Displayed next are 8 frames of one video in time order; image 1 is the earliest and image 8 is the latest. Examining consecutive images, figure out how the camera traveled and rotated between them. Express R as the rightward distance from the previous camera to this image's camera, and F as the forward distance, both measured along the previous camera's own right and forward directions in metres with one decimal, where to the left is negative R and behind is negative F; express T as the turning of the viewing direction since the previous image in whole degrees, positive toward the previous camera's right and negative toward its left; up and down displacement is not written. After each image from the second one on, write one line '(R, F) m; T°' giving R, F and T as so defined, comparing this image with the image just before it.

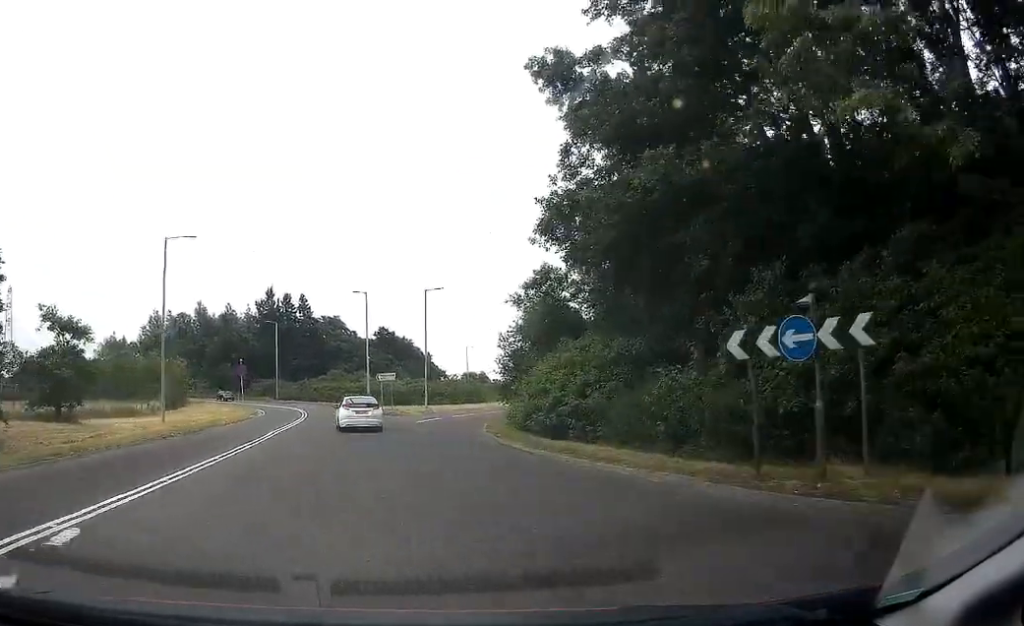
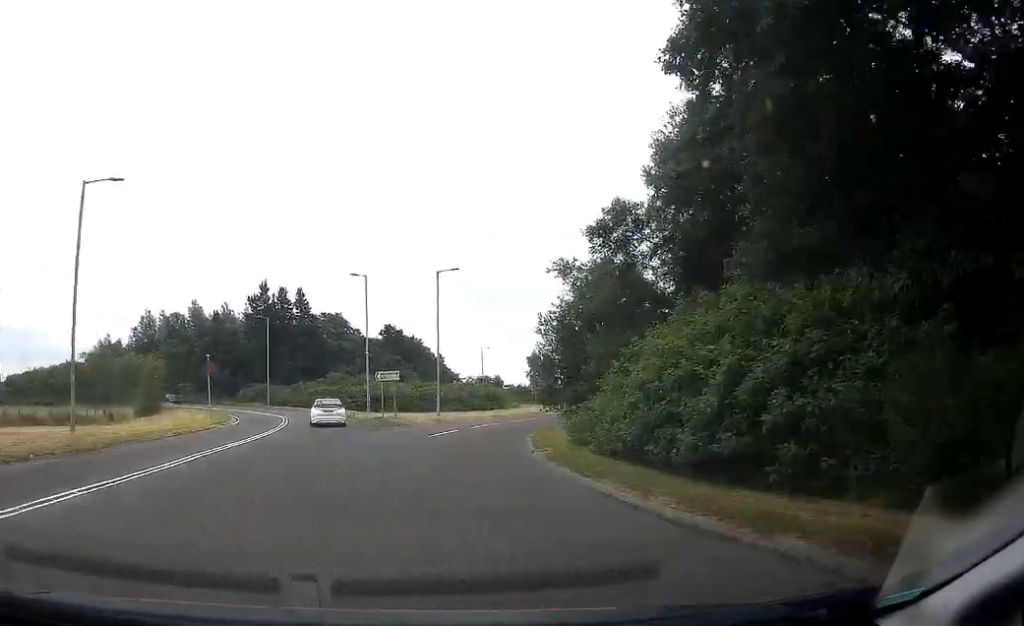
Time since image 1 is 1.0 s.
(-0.3, +10.3) m; -1°
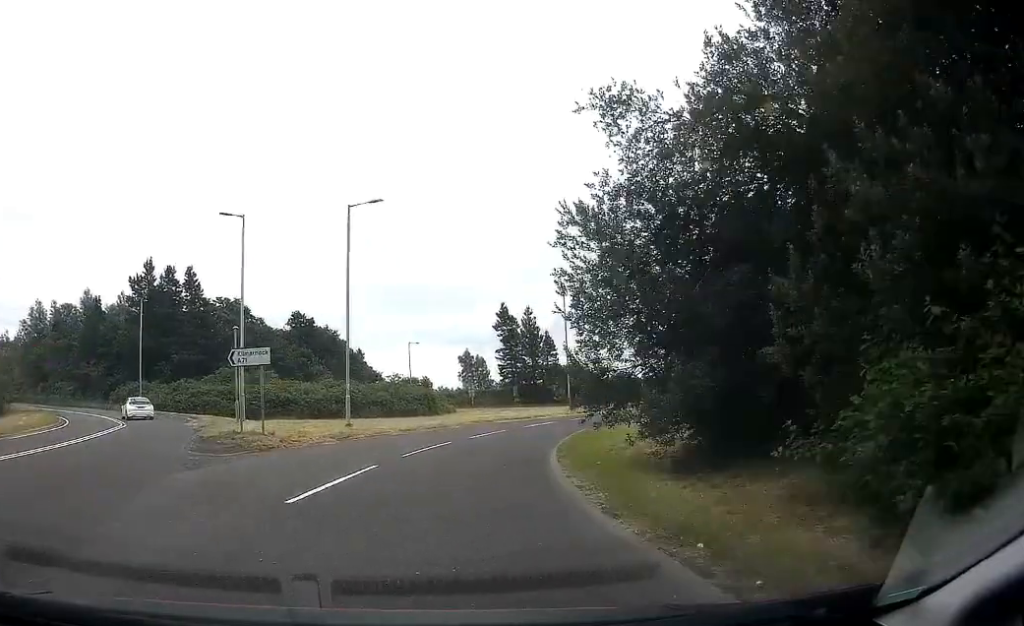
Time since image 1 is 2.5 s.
(+0.5, +17.1) m; +5°
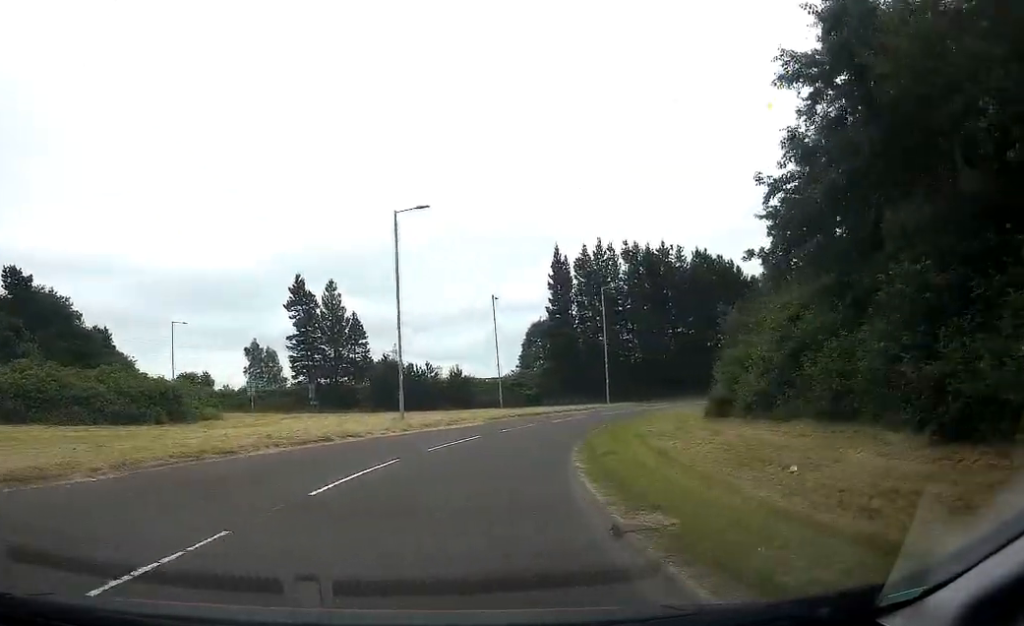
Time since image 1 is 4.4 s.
(+2.3, +25.8) m; +11°
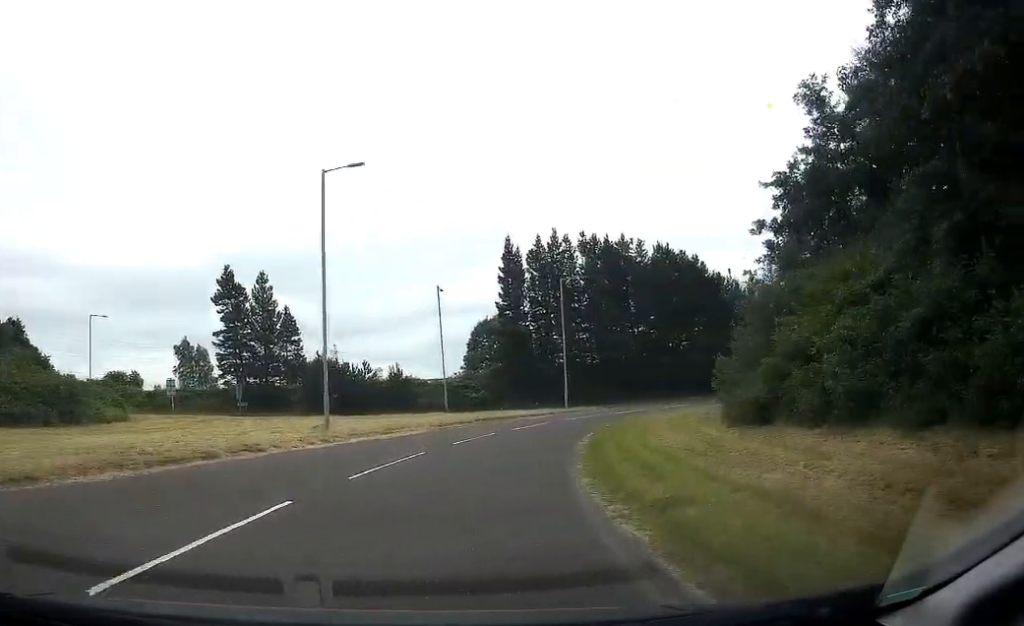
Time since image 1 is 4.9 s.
(+0.3, +6.9) m; +4°
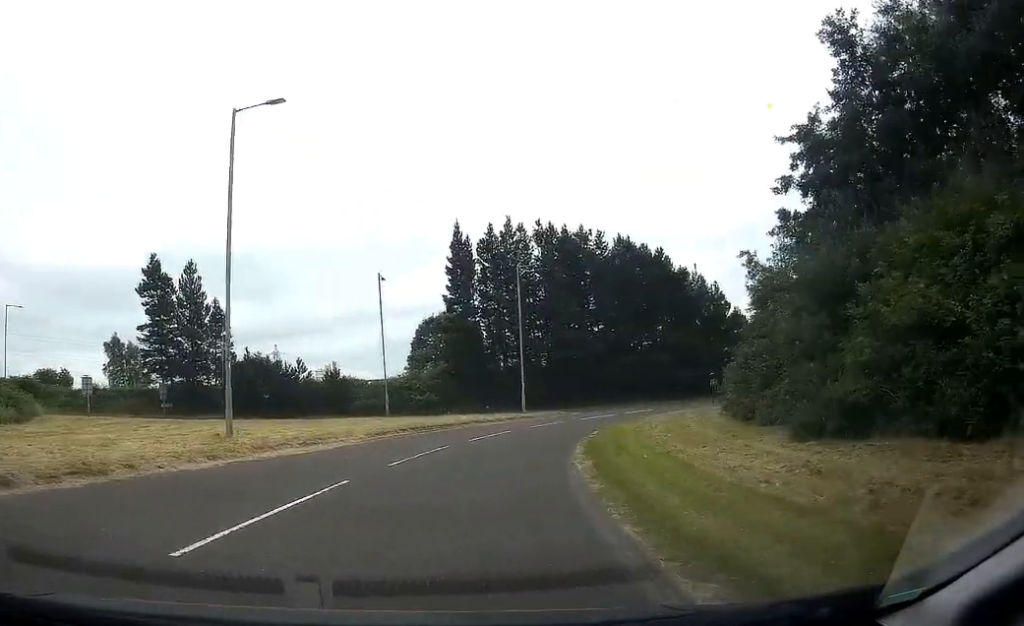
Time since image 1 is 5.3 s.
(-0.1, +6.4) m; +3°
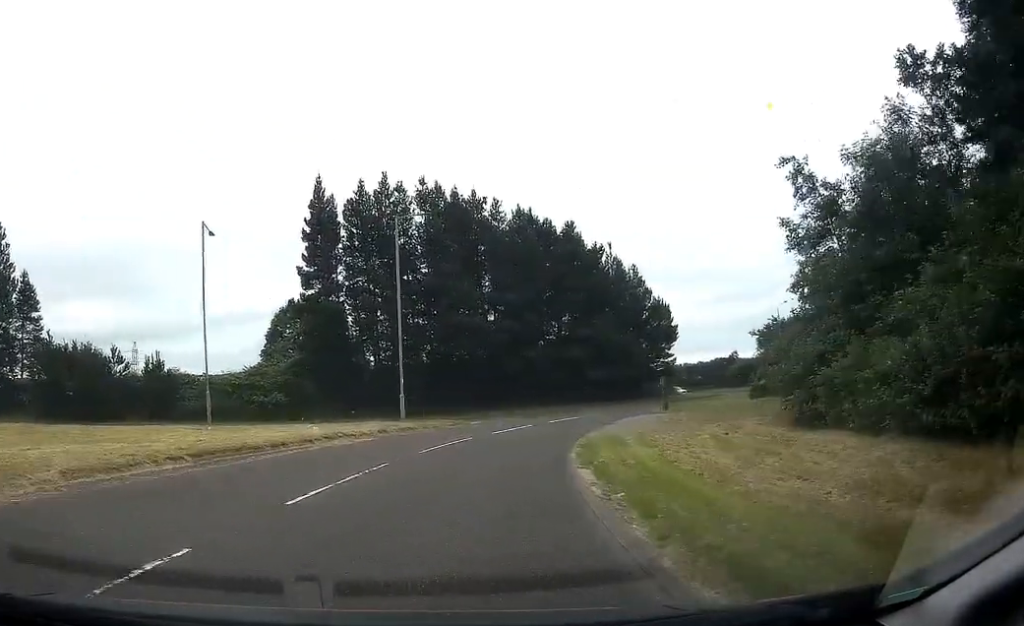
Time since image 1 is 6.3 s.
(+1.1, +14.0) m; +9°
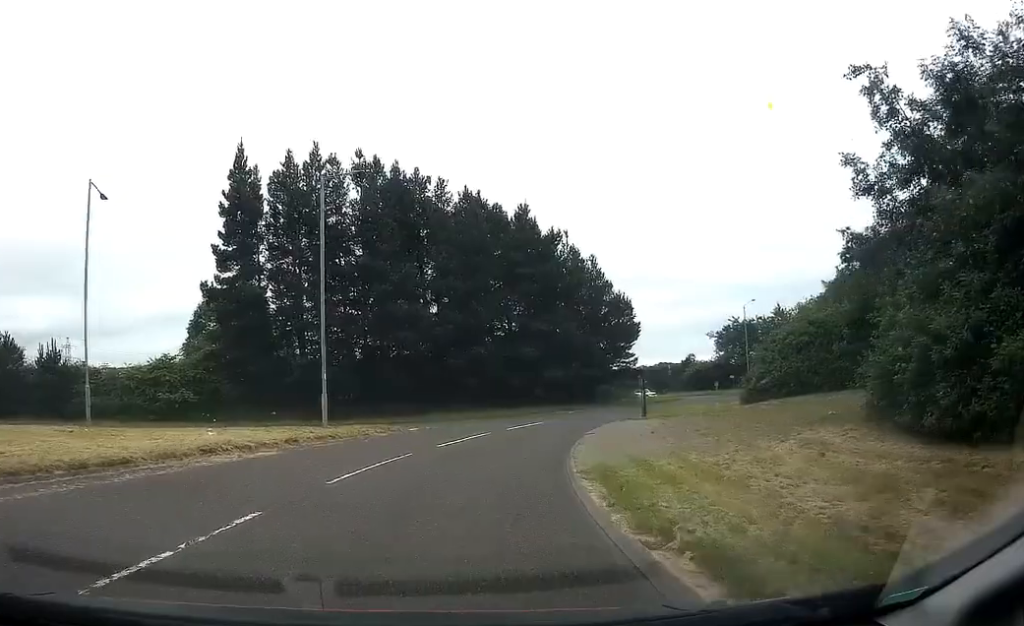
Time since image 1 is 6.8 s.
(+0.5, +6.8) m; +5°
